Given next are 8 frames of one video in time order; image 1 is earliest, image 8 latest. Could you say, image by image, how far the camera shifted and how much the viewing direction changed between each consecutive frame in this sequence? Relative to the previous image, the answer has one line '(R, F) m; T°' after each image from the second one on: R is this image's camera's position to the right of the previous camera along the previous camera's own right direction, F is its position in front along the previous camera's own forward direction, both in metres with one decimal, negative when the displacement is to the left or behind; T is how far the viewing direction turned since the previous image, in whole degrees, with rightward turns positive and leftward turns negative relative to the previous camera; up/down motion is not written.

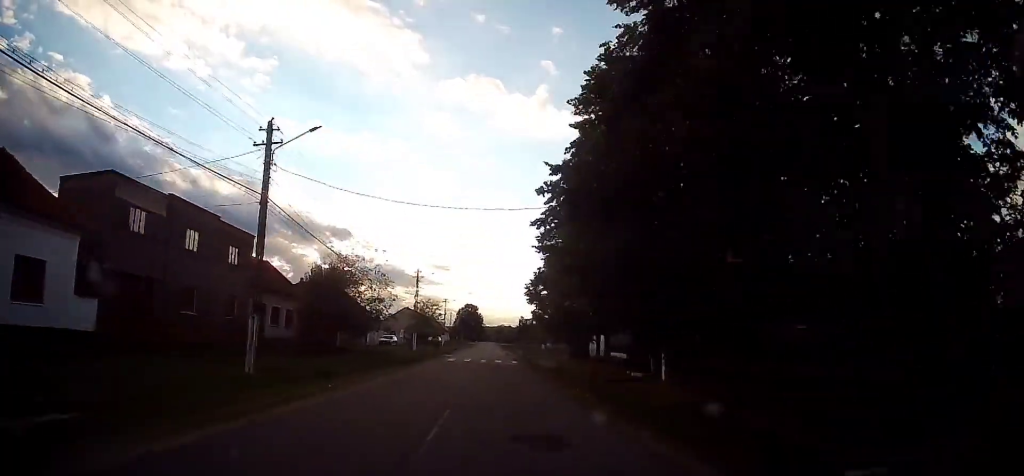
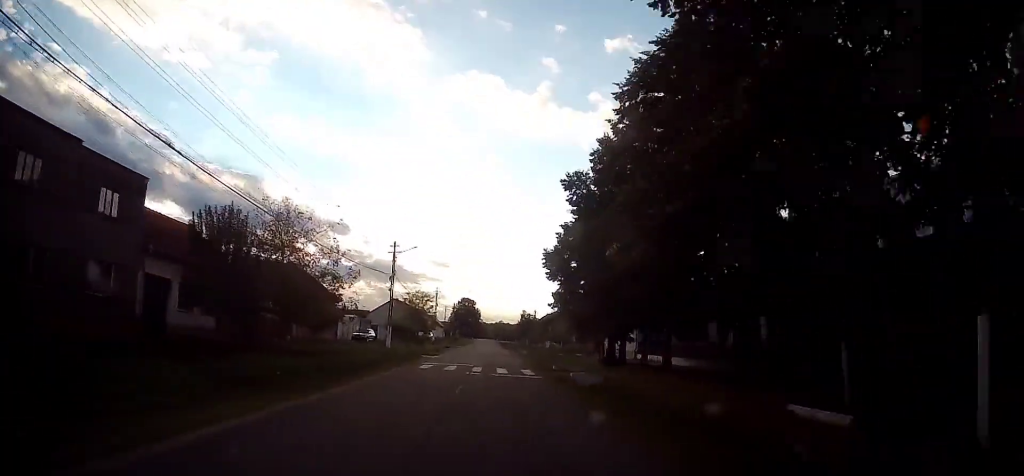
(-0.3, +13.0) m; 0°
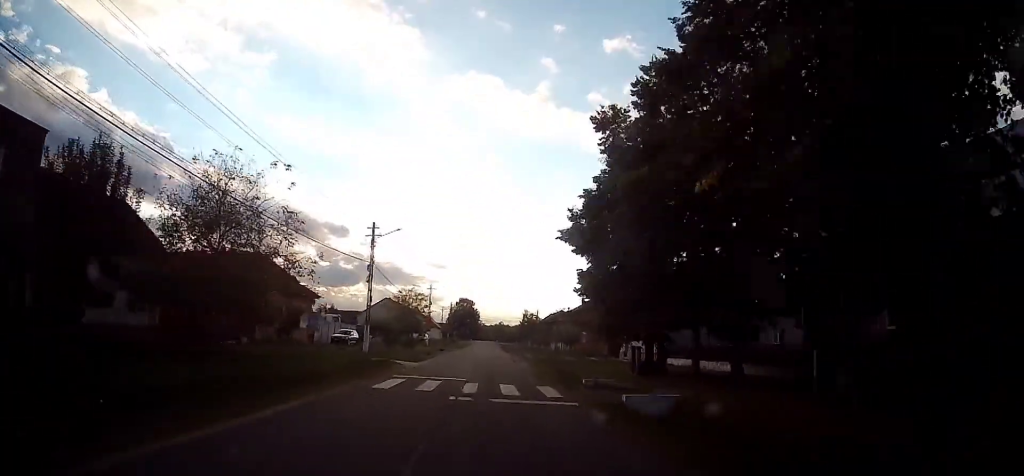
(+0.2, +7.5) m; 0°
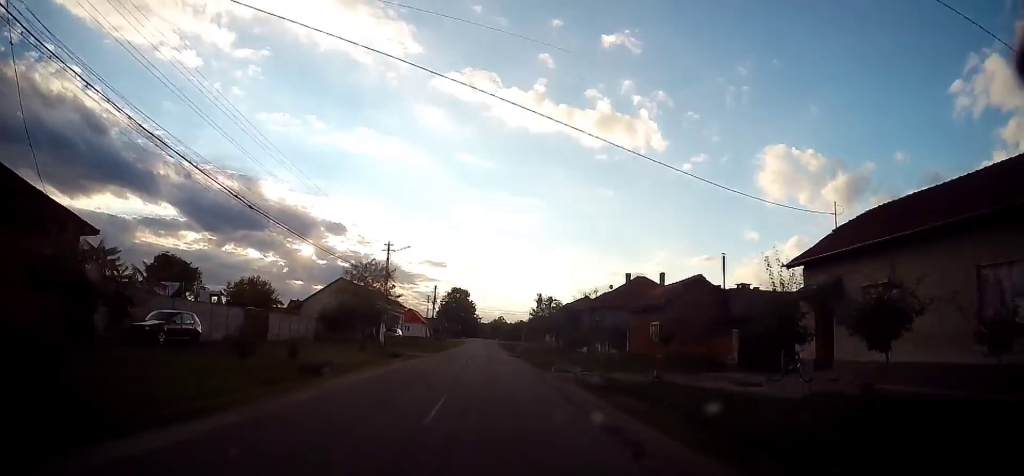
(-0.3, +29.7) m; 0°
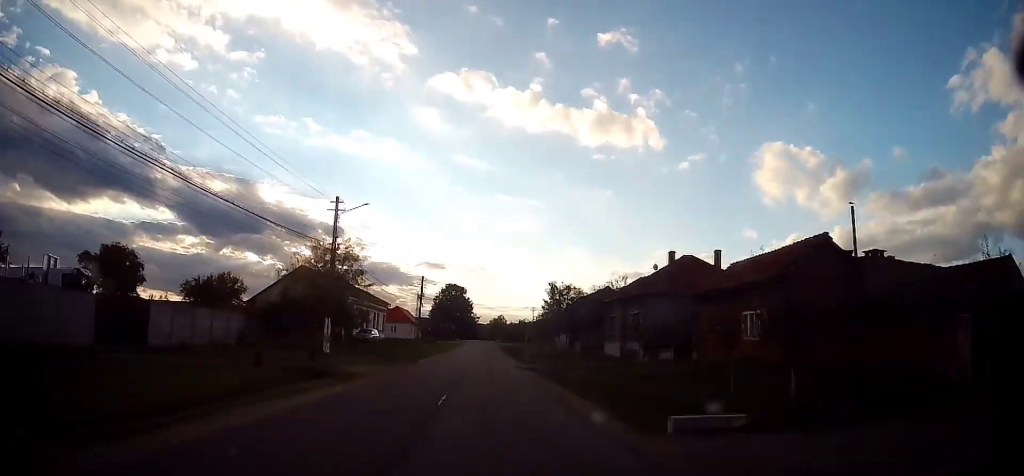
(+0.5, +14.7) m; +1°
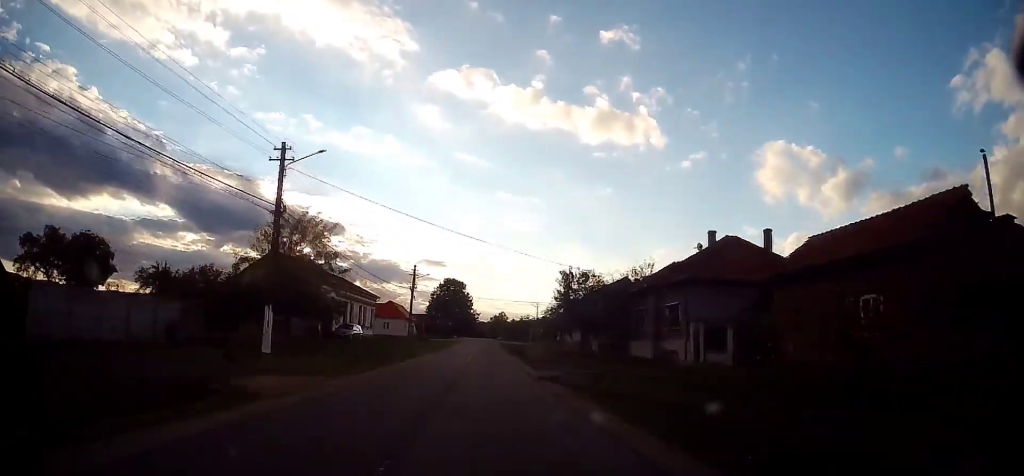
(0.0, +8.1) m; 0°
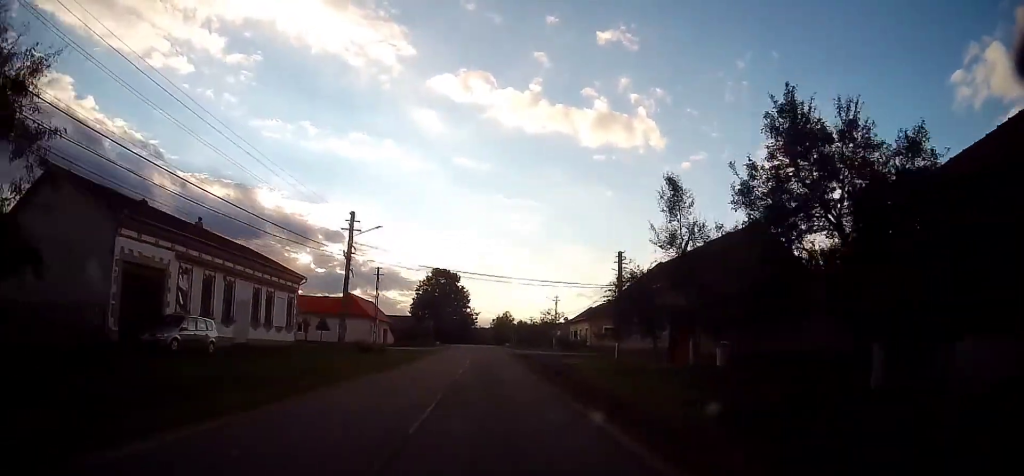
(-0.6, +28.3) m; -2°
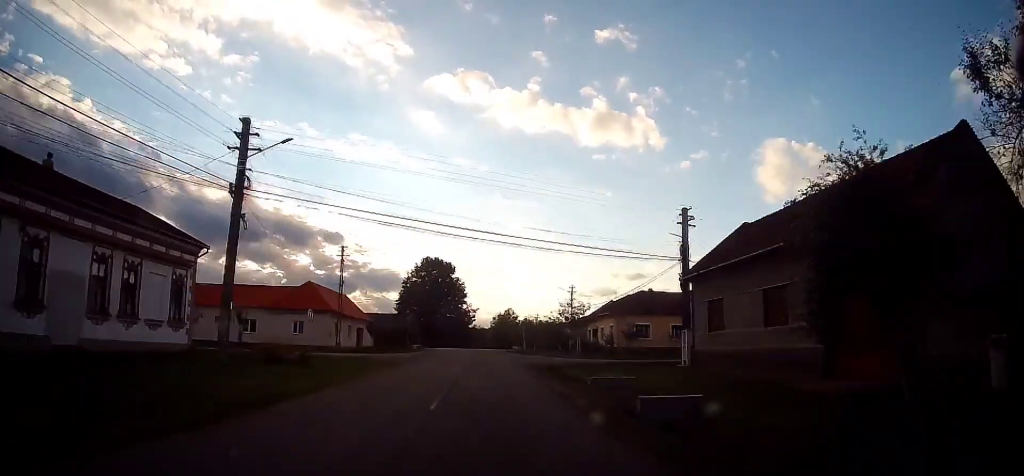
(0.0, +15.1) m; +1°
